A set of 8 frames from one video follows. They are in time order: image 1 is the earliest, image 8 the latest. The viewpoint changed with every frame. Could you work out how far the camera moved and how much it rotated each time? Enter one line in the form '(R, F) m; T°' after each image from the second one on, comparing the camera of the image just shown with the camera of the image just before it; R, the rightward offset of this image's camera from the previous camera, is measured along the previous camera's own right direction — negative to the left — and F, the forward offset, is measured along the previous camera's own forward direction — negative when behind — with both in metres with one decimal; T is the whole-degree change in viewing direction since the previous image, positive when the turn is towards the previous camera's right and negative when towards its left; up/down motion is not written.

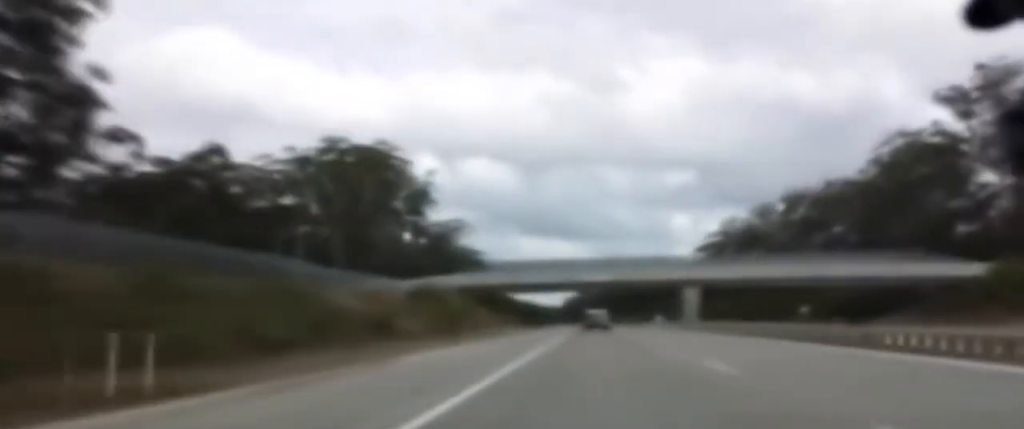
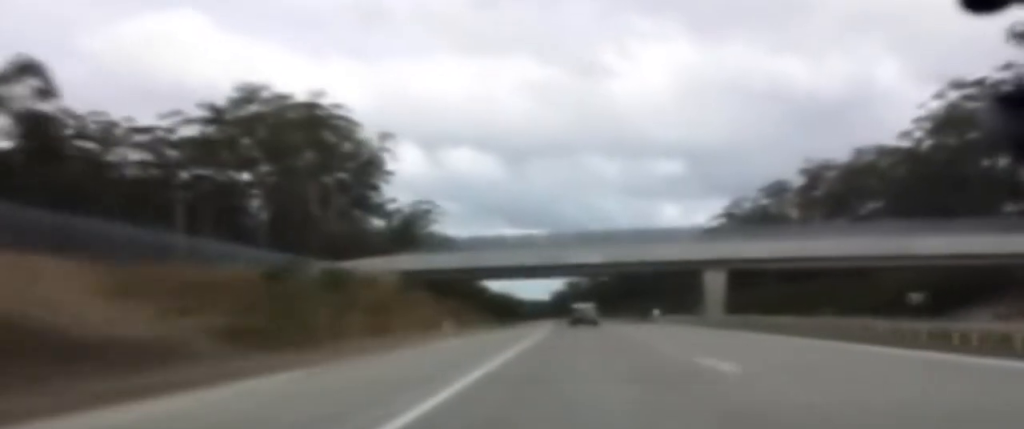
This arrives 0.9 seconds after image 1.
(+0.2, +26.4) m; 0°
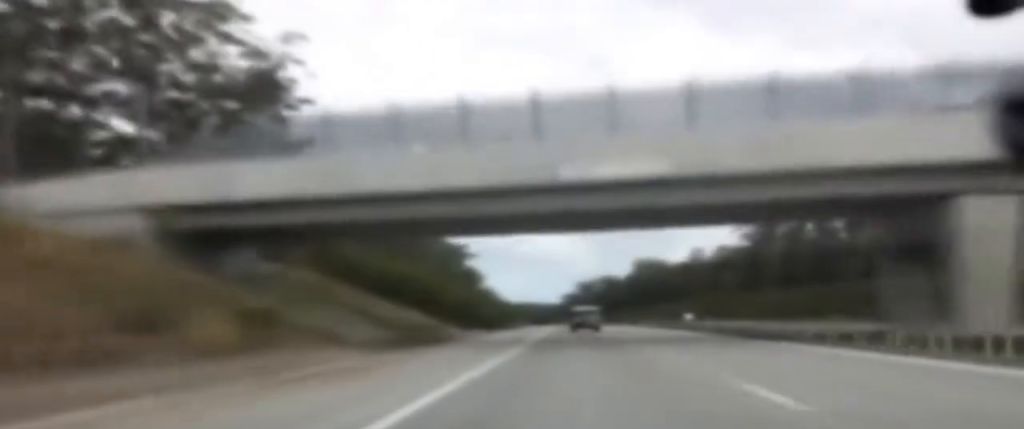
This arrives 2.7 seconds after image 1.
(0.0, +54.8) m; -1°
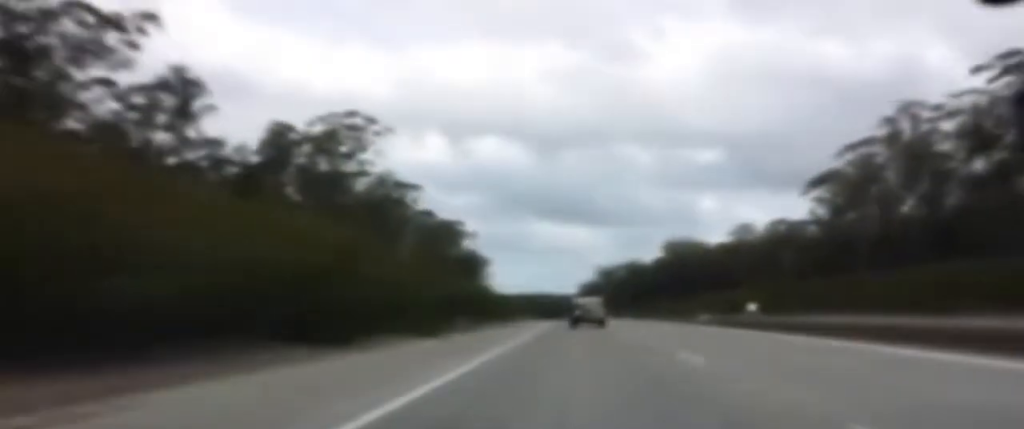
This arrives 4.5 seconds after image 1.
(+0.6, +55.9) m; +2°
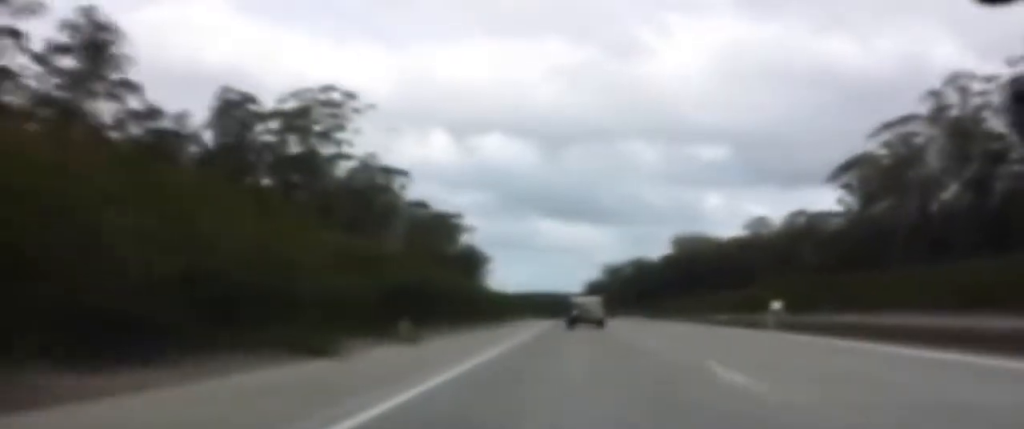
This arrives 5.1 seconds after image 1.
(+0.5, +17.3) m; 0°
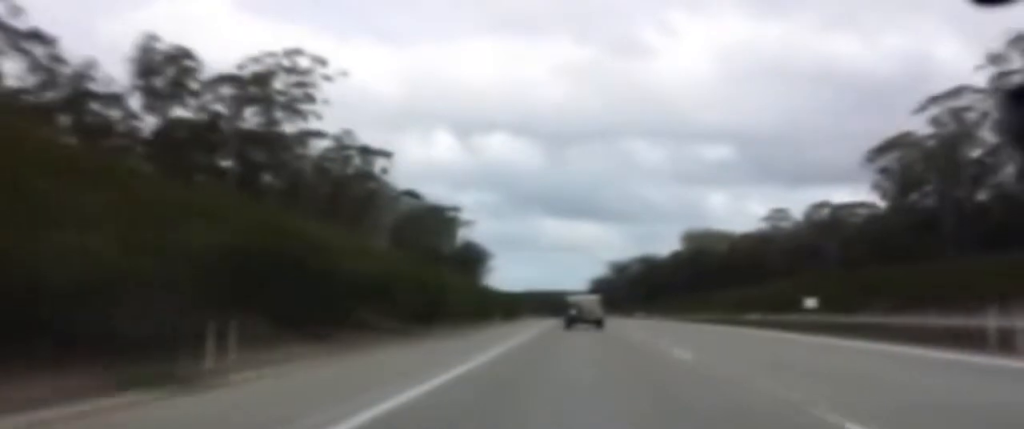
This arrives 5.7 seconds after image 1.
(-0.6, +19.3) m; -1°
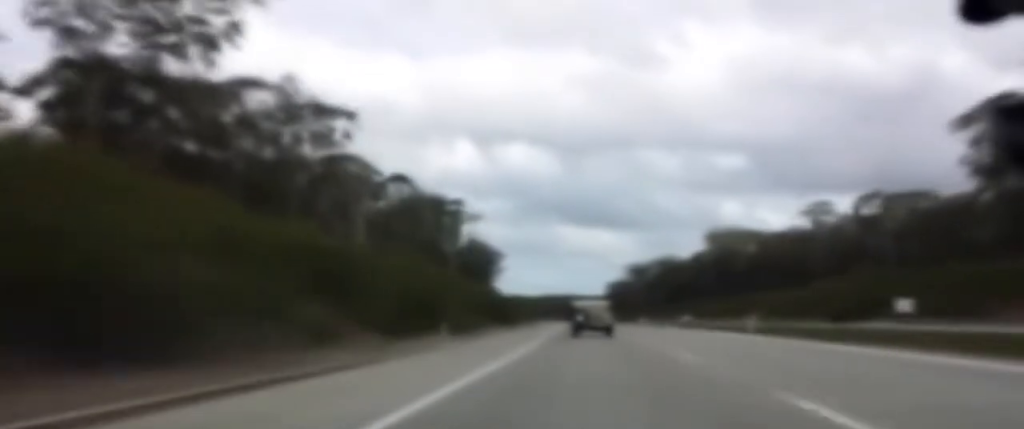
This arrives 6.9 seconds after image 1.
(-0.2, +35.8) m; -2°
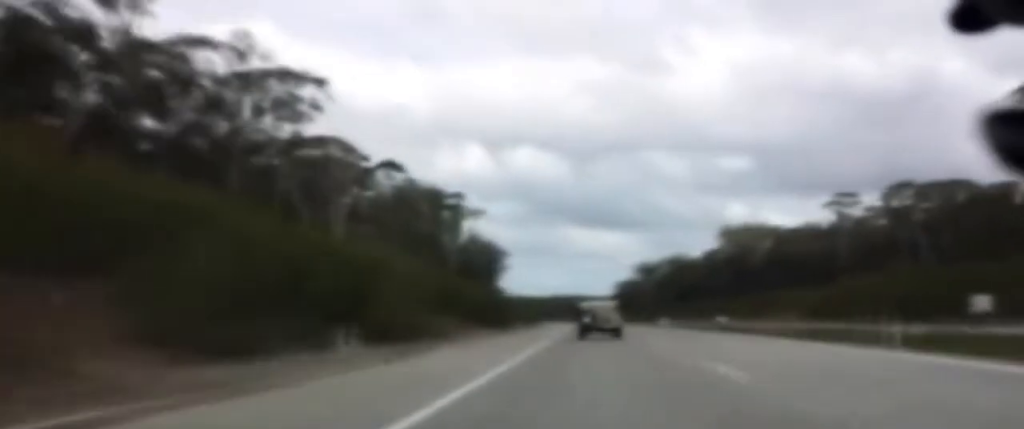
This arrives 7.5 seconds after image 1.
(-0.6, +18.5) m; -1°
